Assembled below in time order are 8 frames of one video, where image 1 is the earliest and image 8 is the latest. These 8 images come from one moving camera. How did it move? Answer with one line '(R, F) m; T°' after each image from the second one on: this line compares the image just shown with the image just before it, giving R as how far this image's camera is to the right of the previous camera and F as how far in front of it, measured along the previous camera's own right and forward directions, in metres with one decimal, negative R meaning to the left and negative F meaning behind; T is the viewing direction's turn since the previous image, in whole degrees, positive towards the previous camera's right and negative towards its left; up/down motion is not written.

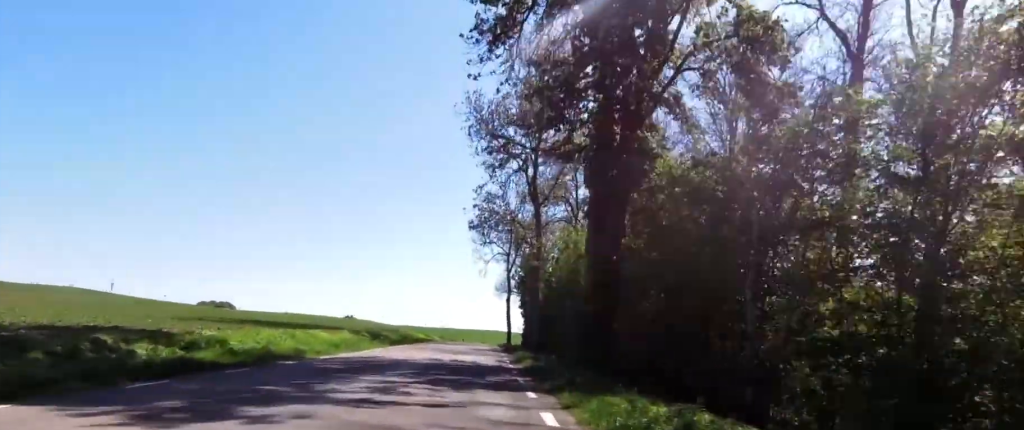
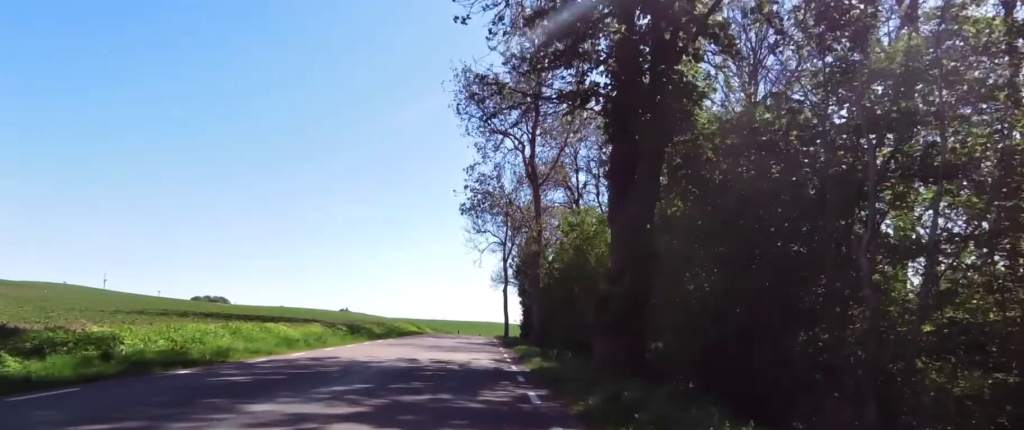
(-0.1, +5.0) m; +1°
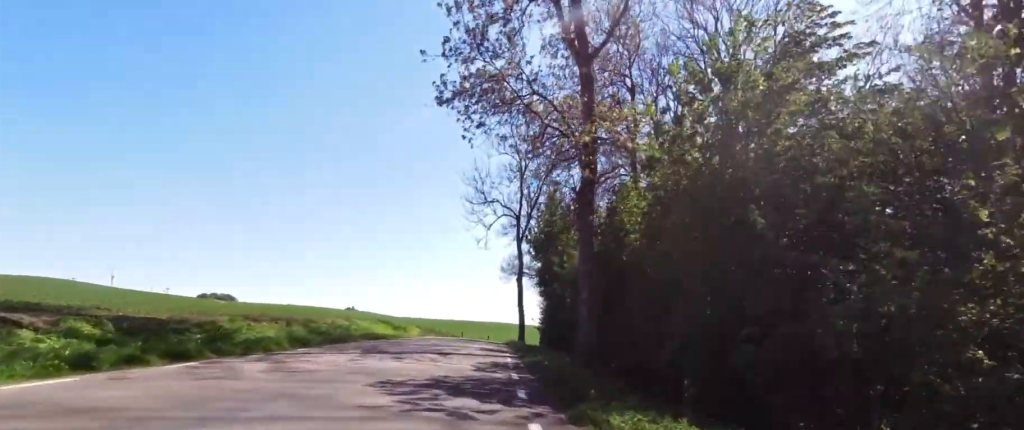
(-0.1, +21.0) m; -2°
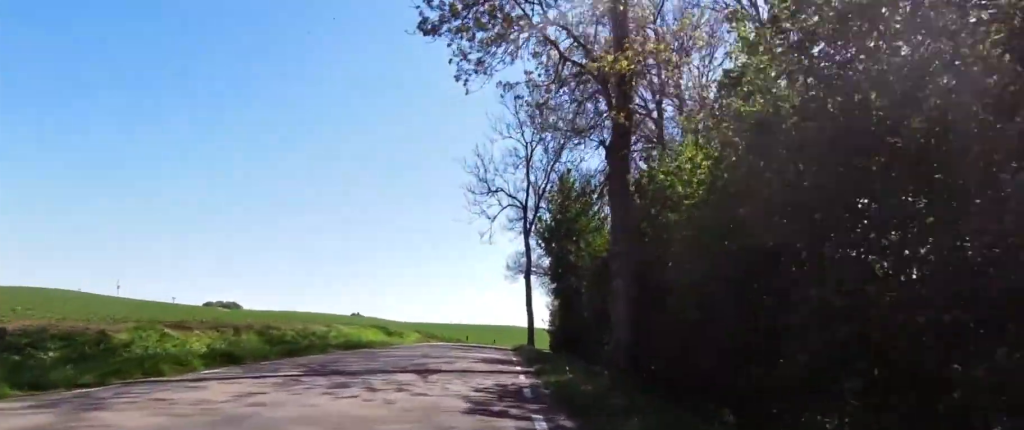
(0.0, +5.6) m; 0°
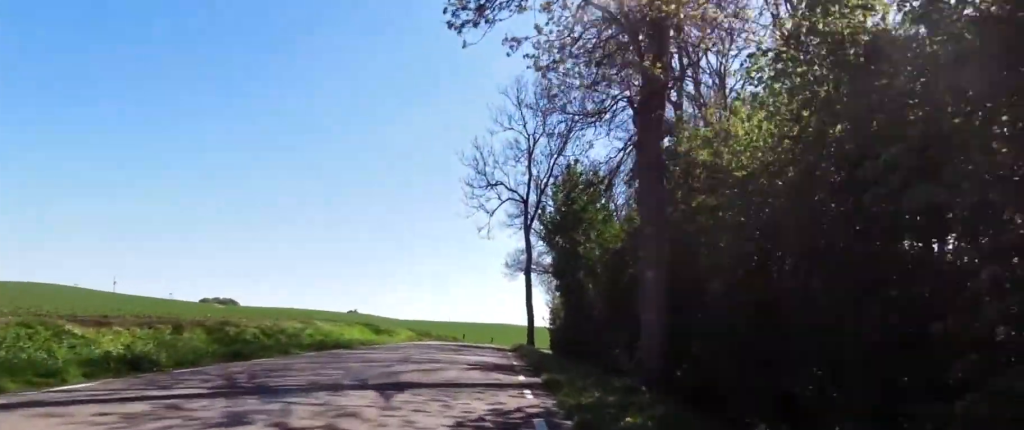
(0.0, +3.5) m; +1°
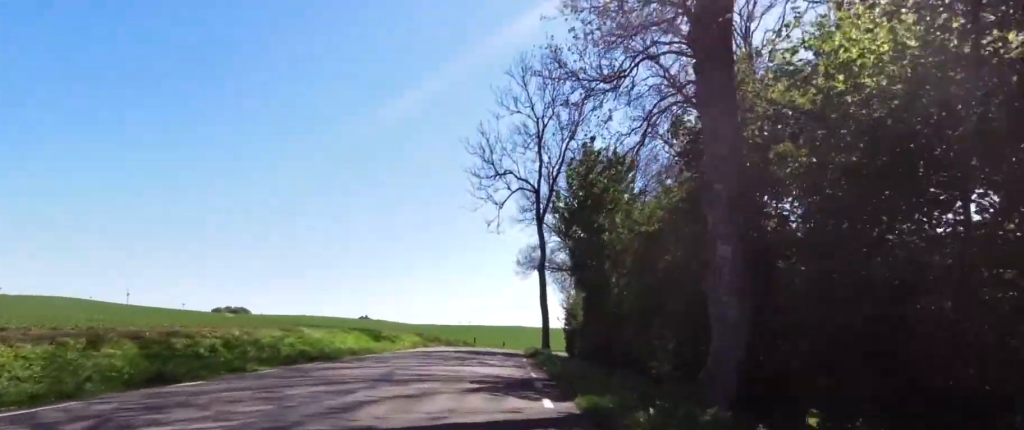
(-0.1, +3.8) m; +1°
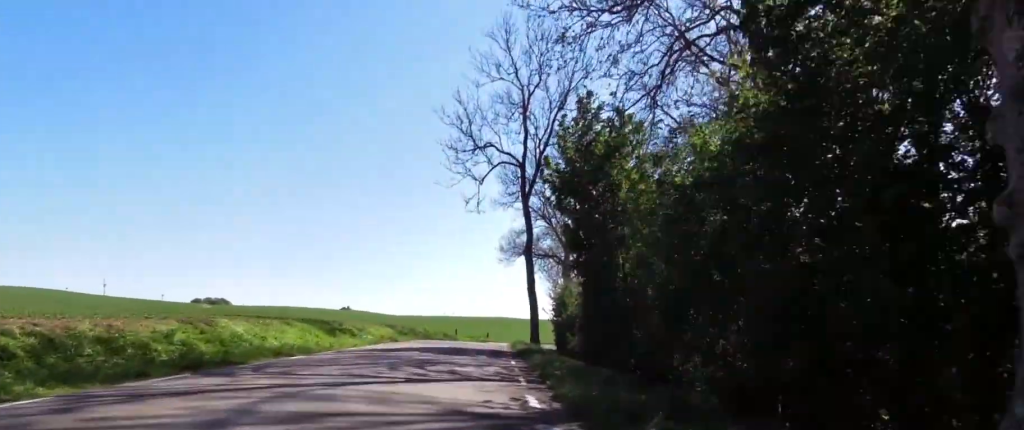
(+0.1, +6.1) m; 0°
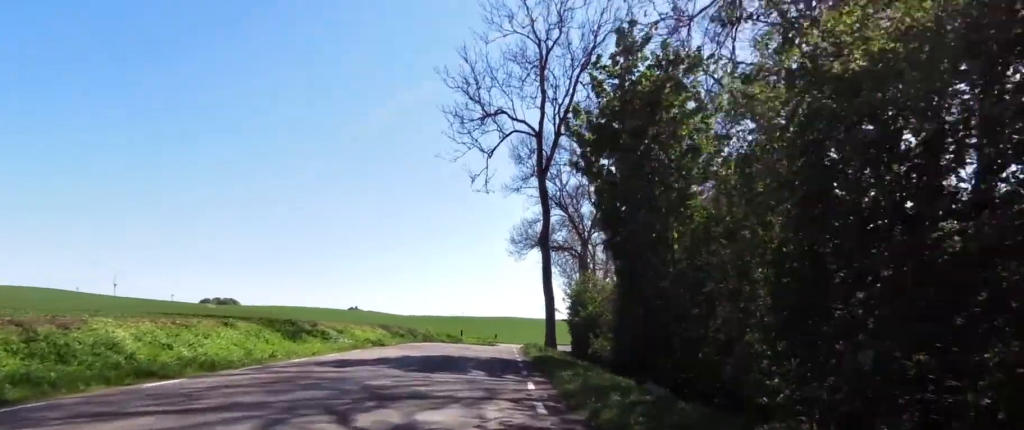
(0.0, +6.5) m; -1°
